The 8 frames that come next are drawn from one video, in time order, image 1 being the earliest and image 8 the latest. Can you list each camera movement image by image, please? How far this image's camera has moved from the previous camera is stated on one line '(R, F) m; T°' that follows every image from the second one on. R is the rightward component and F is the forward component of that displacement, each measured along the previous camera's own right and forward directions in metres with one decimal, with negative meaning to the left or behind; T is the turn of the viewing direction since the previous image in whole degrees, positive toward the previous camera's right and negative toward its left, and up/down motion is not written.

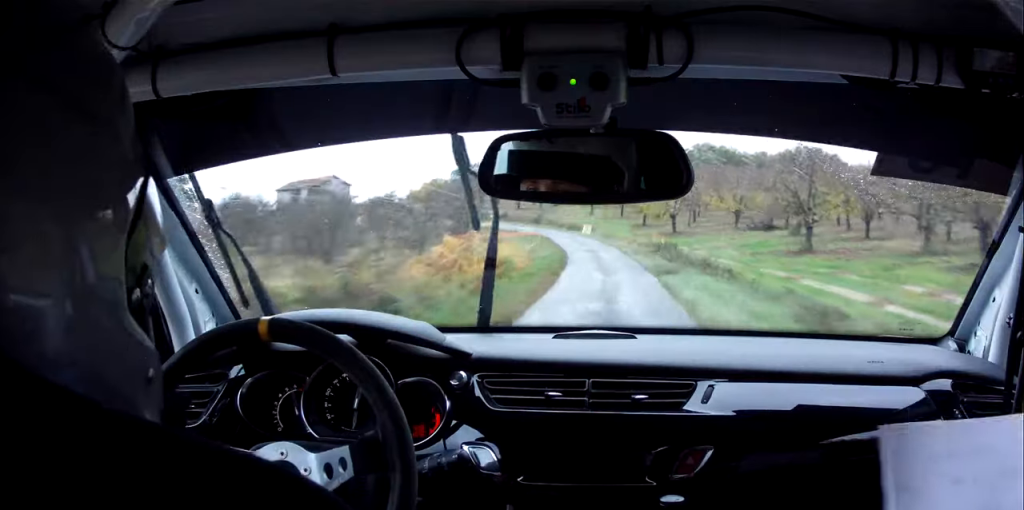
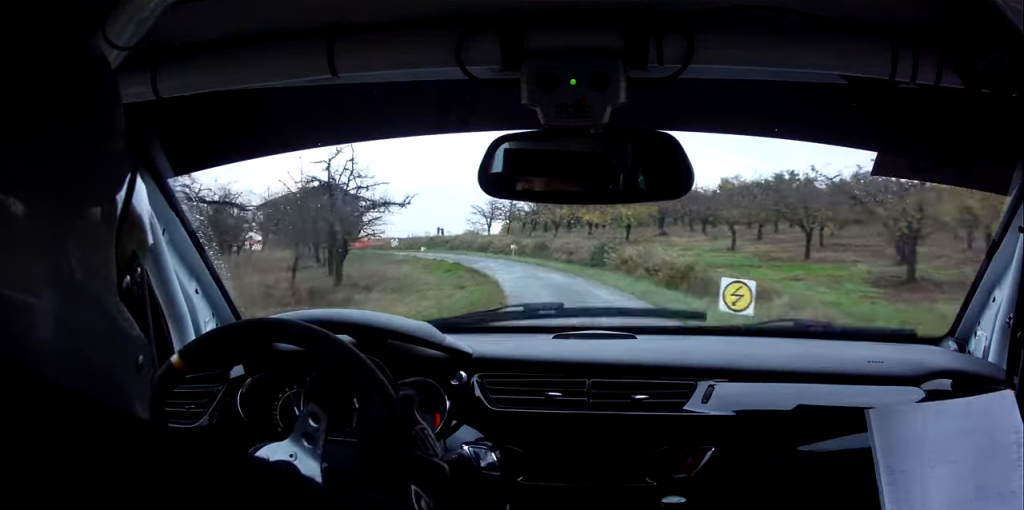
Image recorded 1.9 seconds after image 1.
(+12.4, +54.5) m; +15°
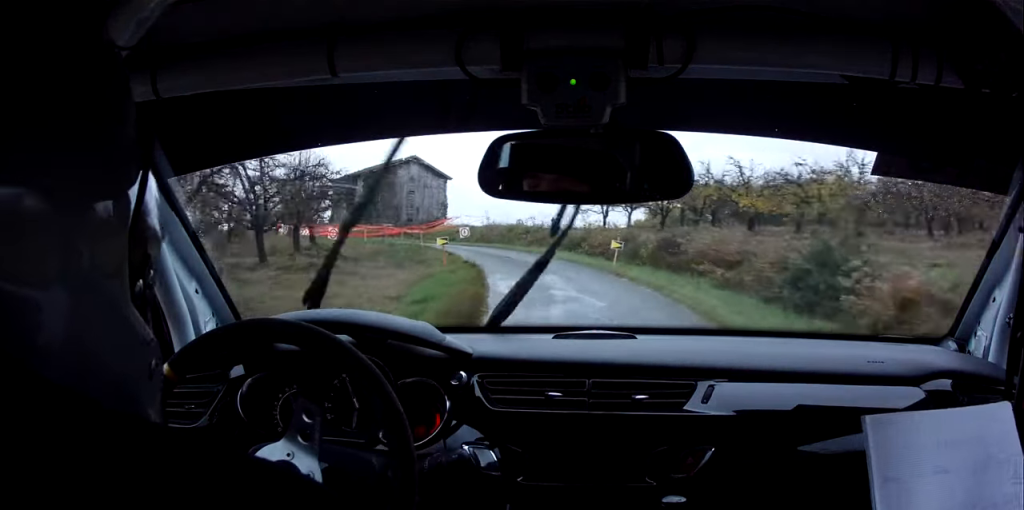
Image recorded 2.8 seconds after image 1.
(-0.3, +22.9) m; -3°
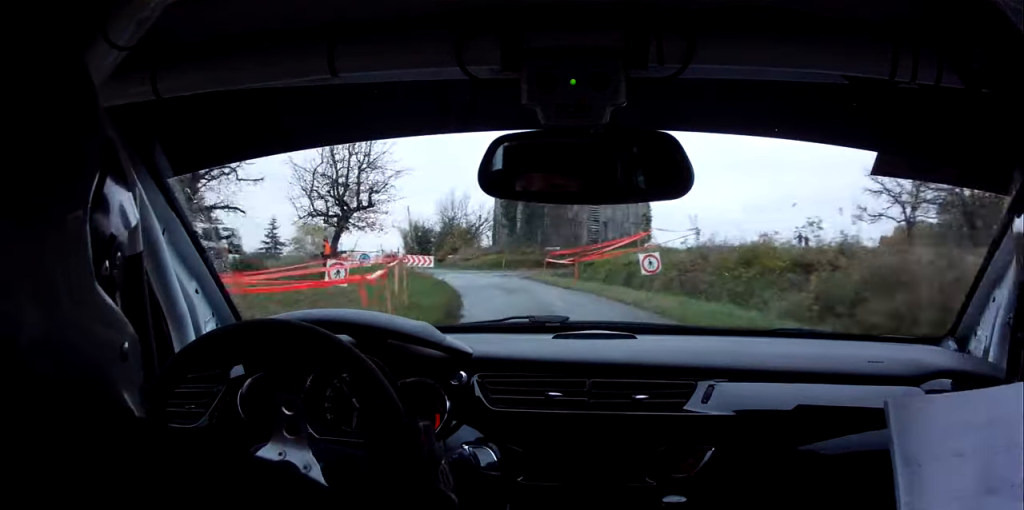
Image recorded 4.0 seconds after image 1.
(-1.2, +29.0) m; -6°
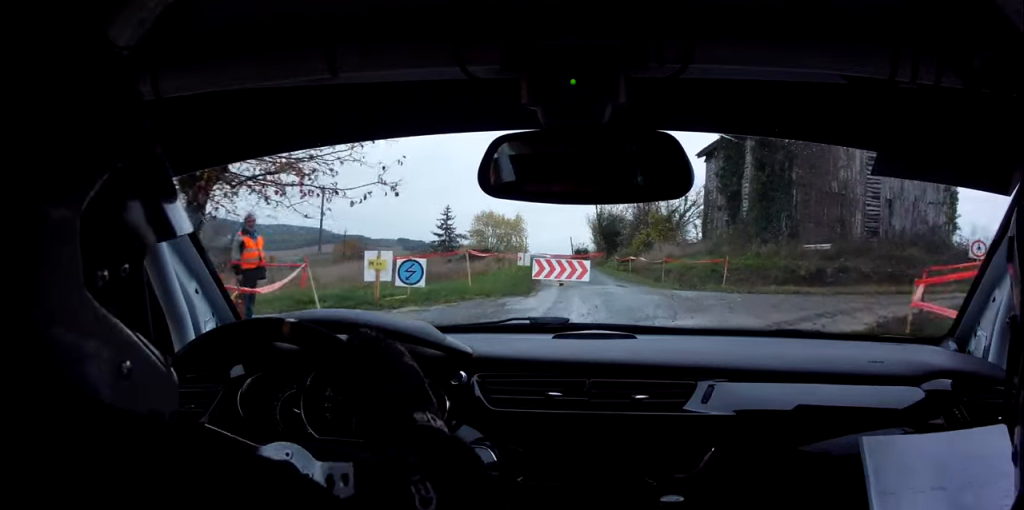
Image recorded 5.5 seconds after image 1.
(-1.2, +24.4) m; +5°
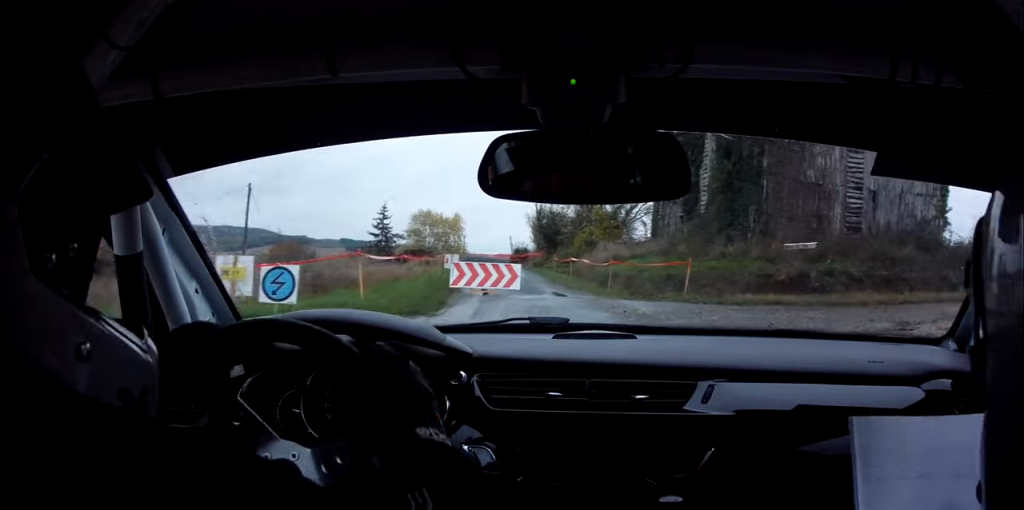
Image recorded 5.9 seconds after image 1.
(+0.5, +5.7) m; +10°
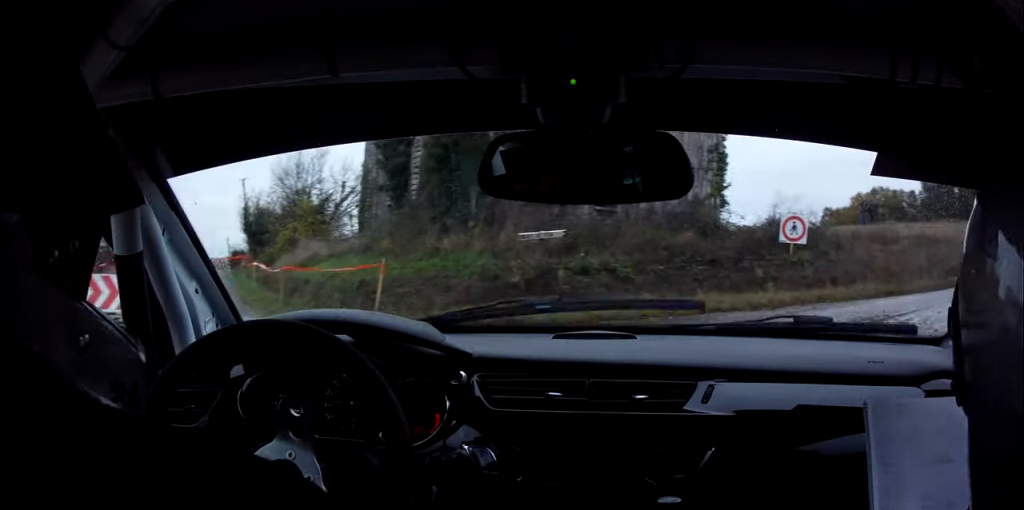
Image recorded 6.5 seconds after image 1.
(+0.9, +8.3) m; +15°
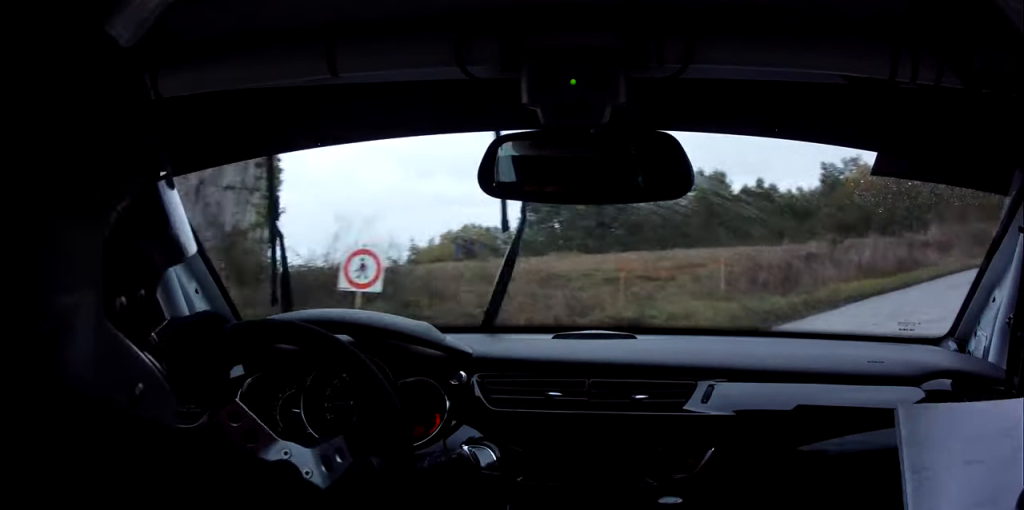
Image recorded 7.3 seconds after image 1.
(+1.6, +10.1) m; +16°
